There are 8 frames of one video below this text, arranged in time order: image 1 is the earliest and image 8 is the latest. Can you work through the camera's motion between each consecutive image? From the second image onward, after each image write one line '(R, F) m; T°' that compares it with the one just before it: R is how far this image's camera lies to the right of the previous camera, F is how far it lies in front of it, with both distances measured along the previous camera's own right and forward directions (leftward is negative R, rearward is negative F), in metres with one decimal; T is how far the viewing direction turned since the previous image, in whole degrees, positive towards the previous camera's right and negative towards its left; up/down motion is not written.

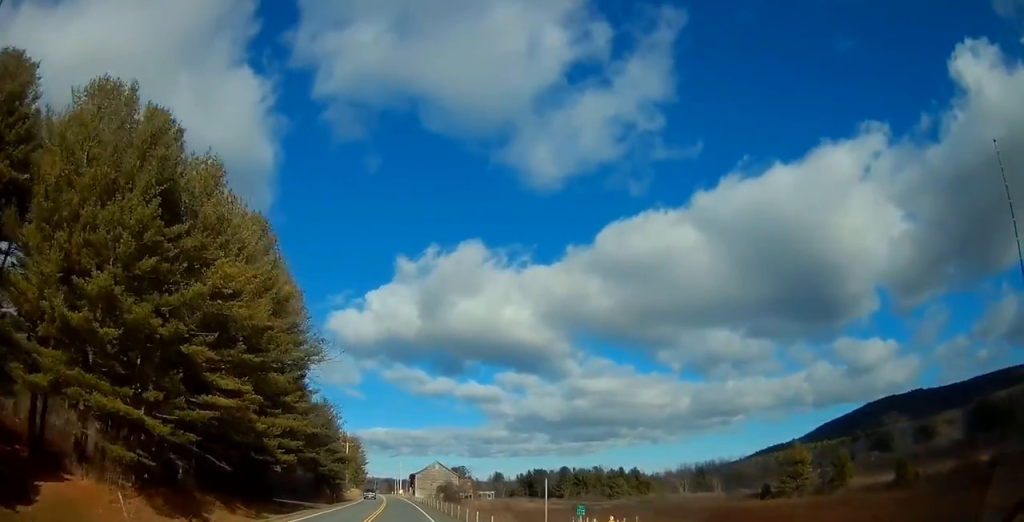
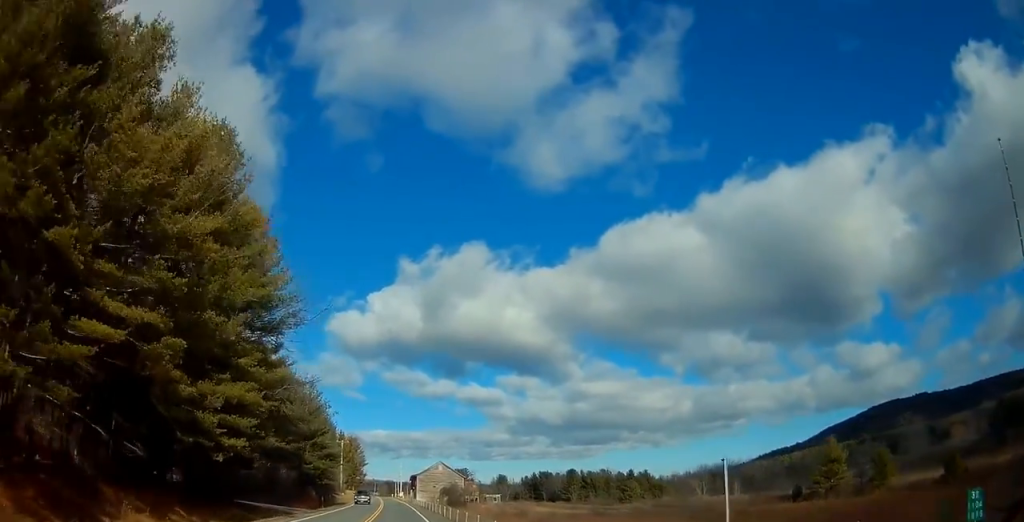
(+0.1, +11.0) m; 0°
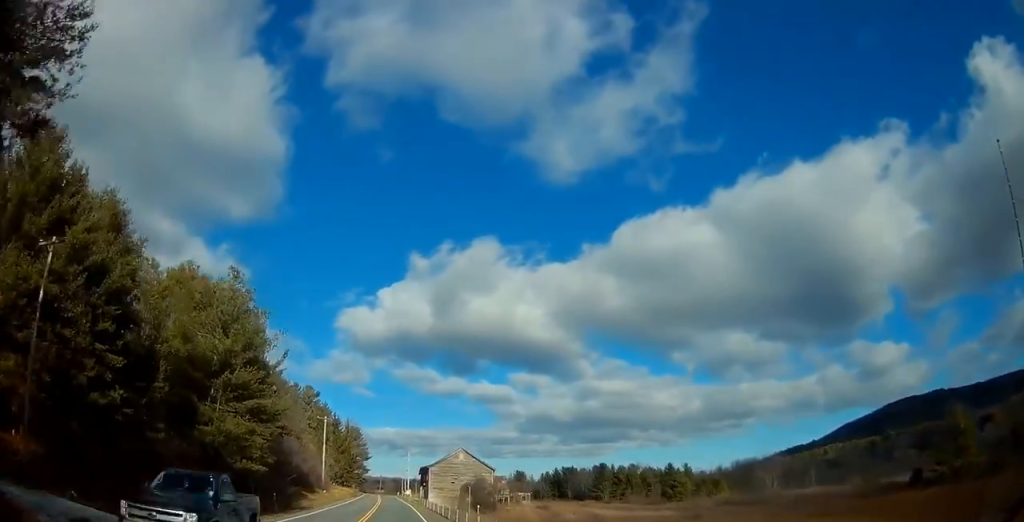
(-0.1, +31.2) m; 0°
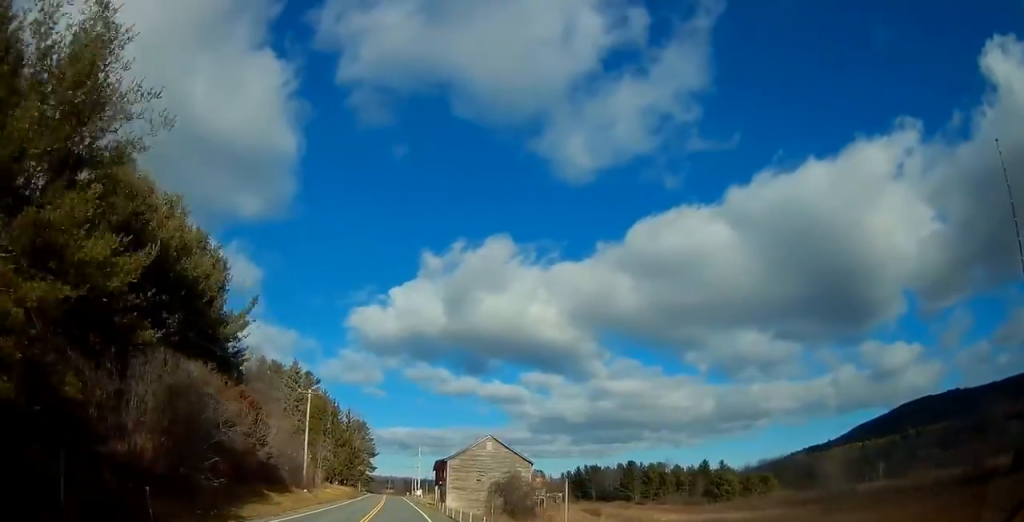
(0.0, +20.2) m; -1°
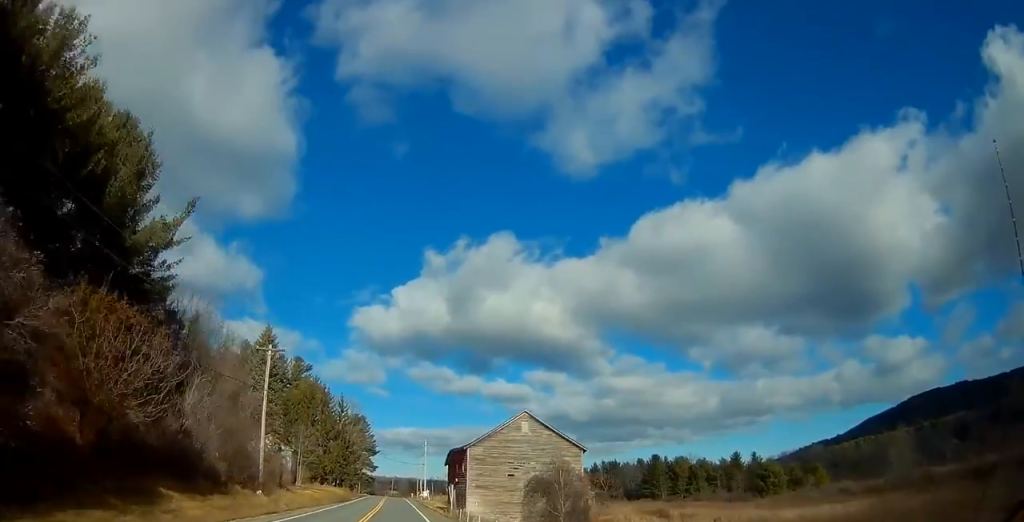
(-0.2, +18.6) m; -1°
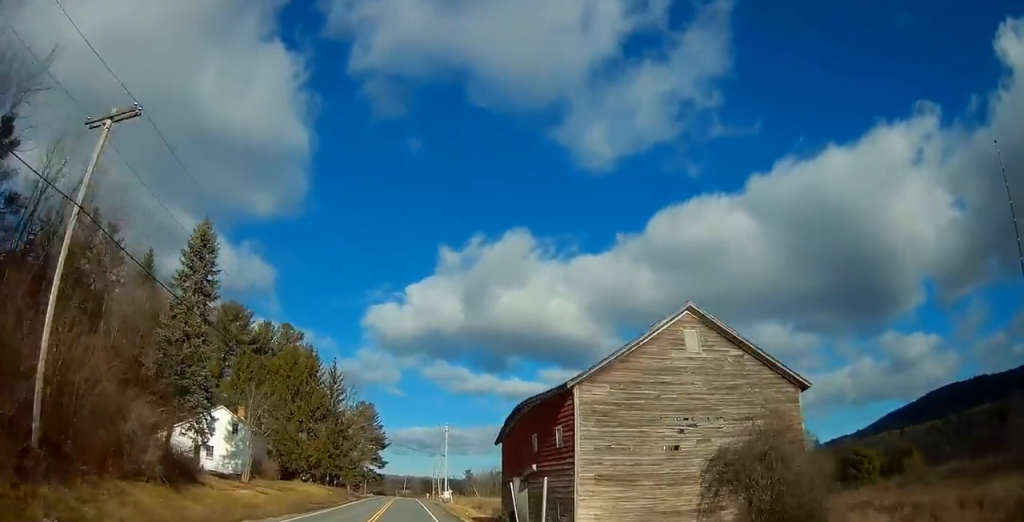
(-0.2, +27.0) m; -1°
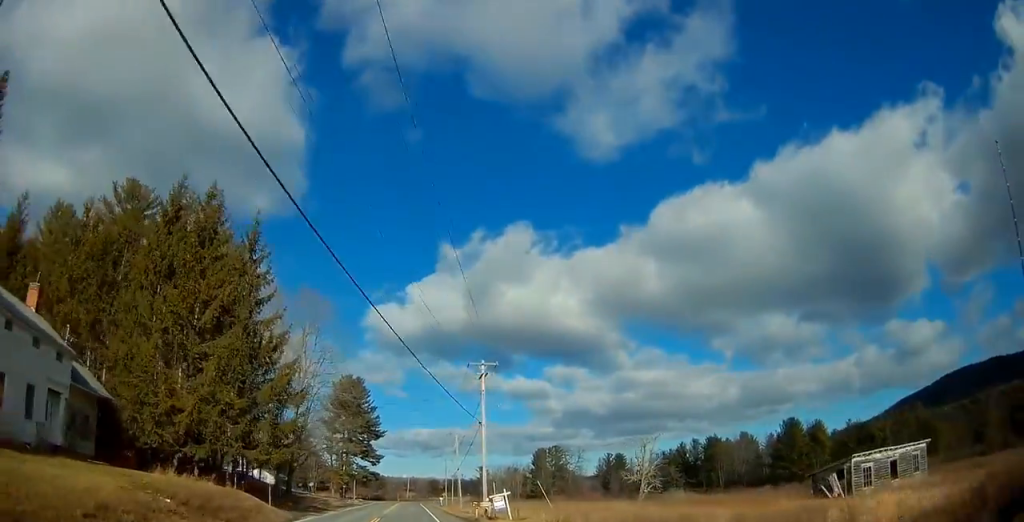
(-0.5, +41.3) m; -1°
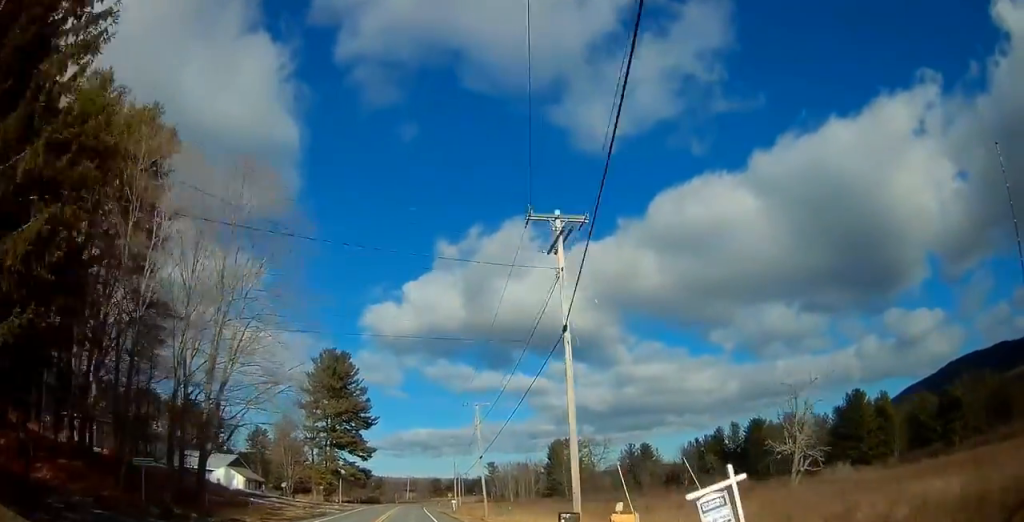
(0.0, +24.4) m; 0°
